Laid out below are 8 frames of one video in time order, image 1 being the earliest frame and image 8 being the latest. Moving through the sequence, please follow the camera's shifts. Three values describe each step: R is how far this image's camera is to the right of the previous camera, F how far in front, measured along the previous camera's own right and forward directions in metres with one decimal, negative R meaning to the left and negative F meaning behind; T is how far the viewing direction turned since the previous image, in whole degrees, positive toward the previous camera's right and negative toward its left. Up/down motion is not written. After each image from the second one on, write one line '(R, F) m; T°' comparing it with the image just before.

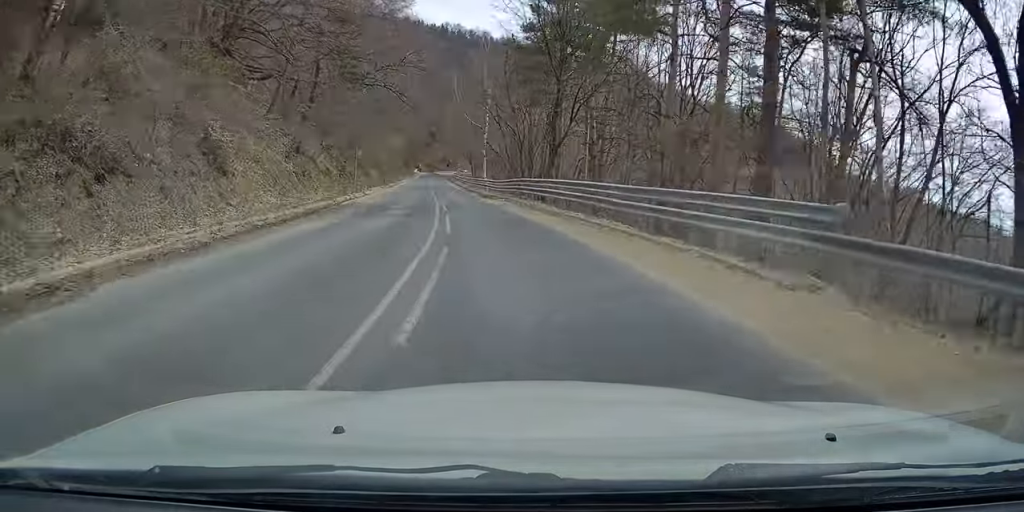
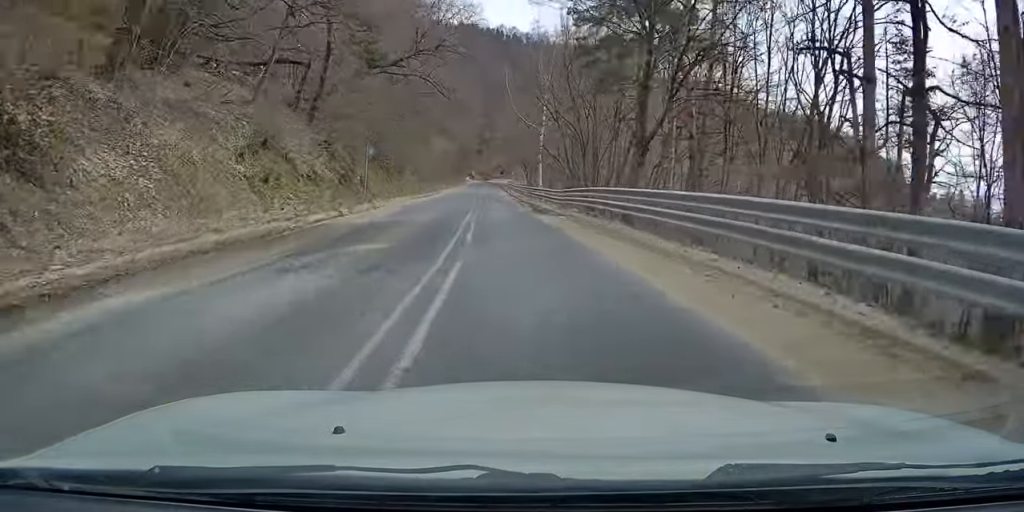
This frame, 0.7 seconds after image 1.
(-0.4, +10.0) m; -4°
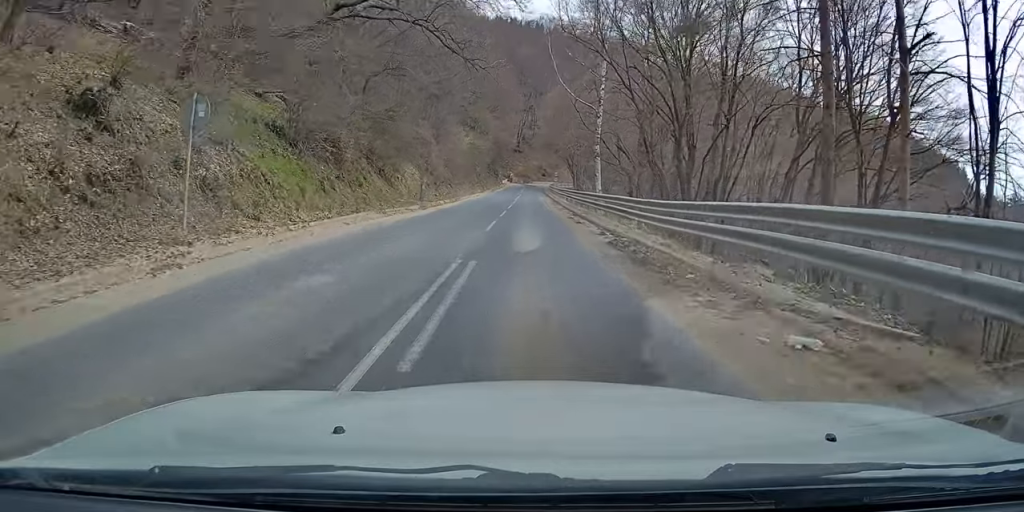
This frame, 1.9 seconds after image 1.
(-1.1, +18.0) m; -7°
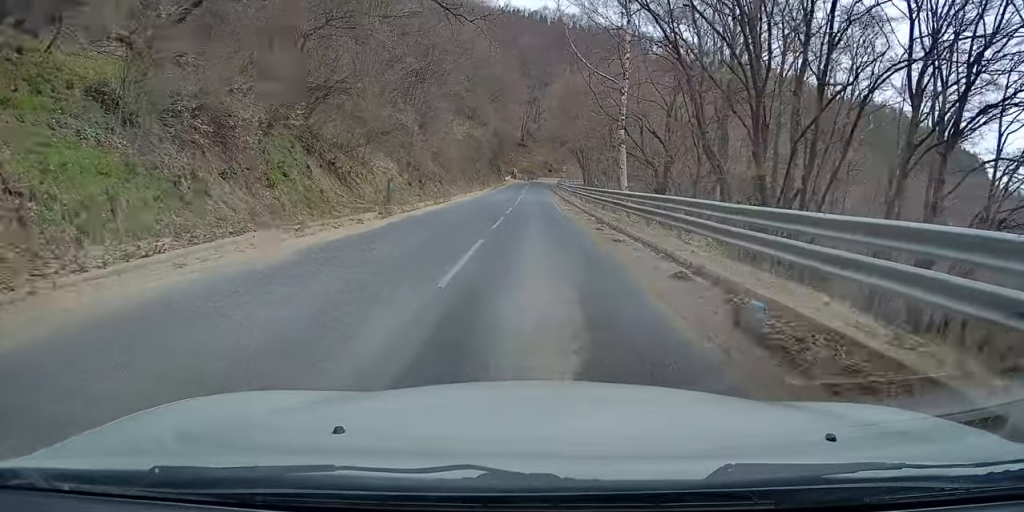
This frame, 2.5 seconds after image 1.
(-0.3, +9.2) m; -1°
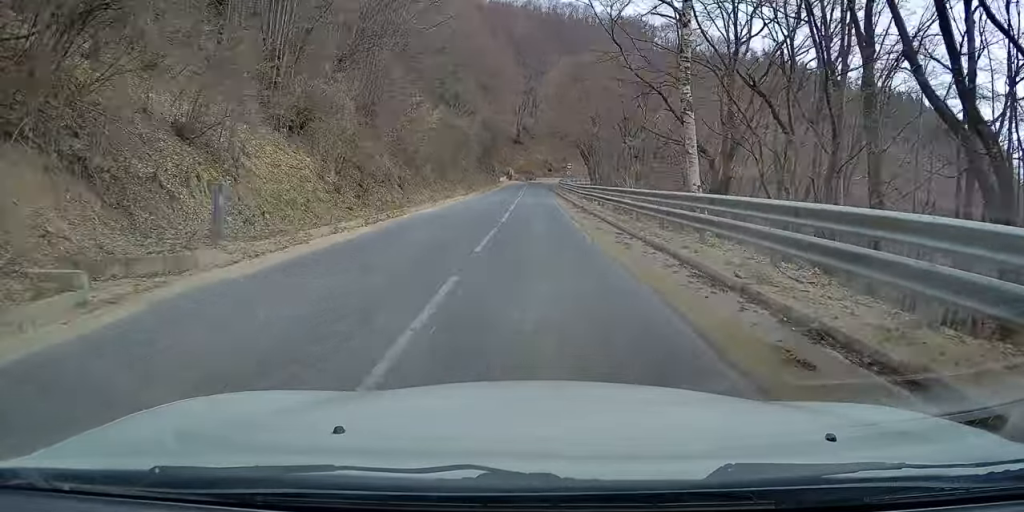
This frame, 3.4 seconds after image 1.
(-0.2, +14.1) m; -1°
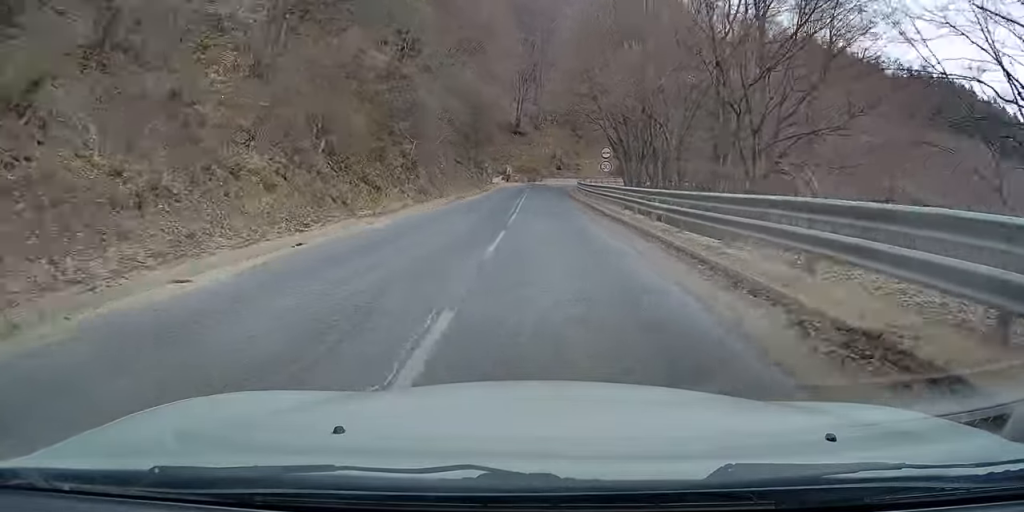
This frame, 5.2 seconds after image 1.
(-0.5, +28.4) m; 0°
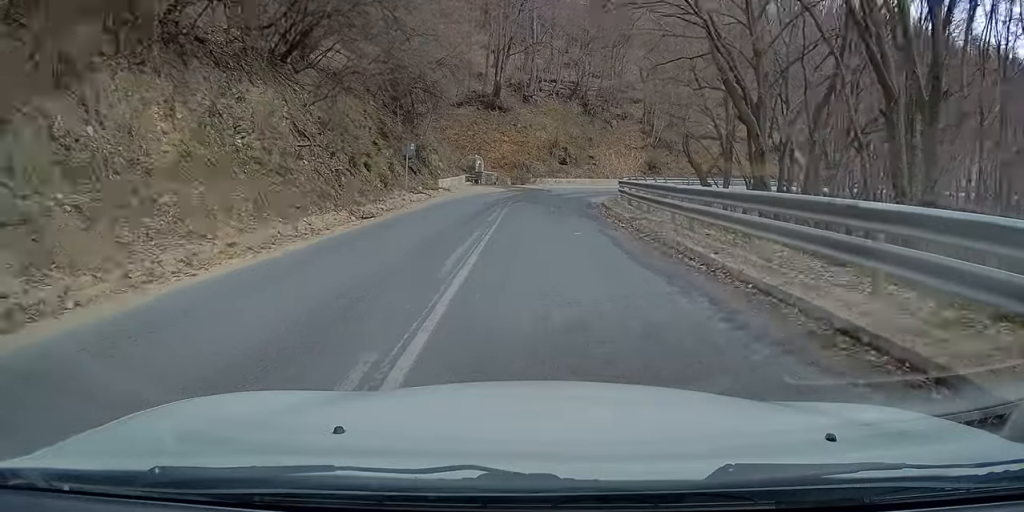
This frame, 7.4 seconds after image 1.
(+0.9, +37.3) m; +2°
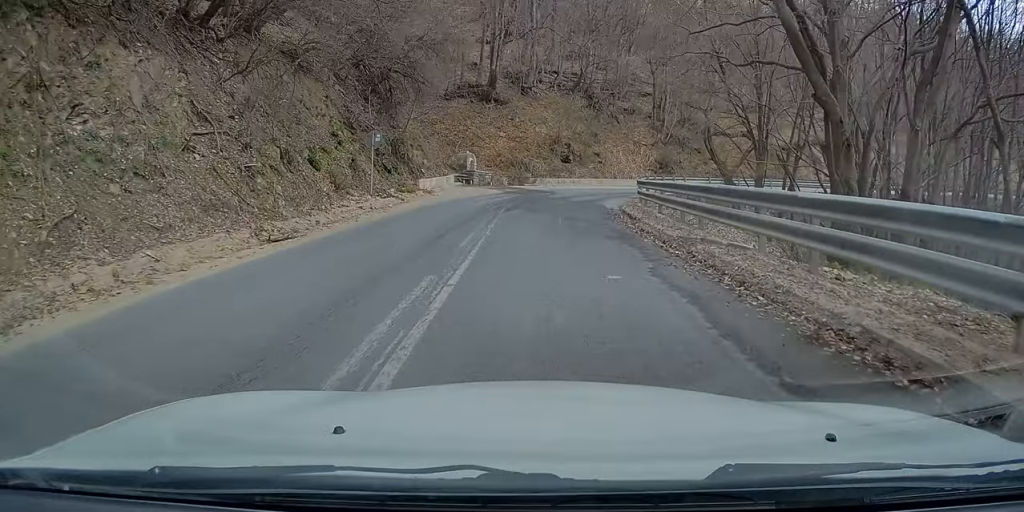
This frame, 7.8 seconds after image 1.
(-0.1, +6.5) m; +1°
